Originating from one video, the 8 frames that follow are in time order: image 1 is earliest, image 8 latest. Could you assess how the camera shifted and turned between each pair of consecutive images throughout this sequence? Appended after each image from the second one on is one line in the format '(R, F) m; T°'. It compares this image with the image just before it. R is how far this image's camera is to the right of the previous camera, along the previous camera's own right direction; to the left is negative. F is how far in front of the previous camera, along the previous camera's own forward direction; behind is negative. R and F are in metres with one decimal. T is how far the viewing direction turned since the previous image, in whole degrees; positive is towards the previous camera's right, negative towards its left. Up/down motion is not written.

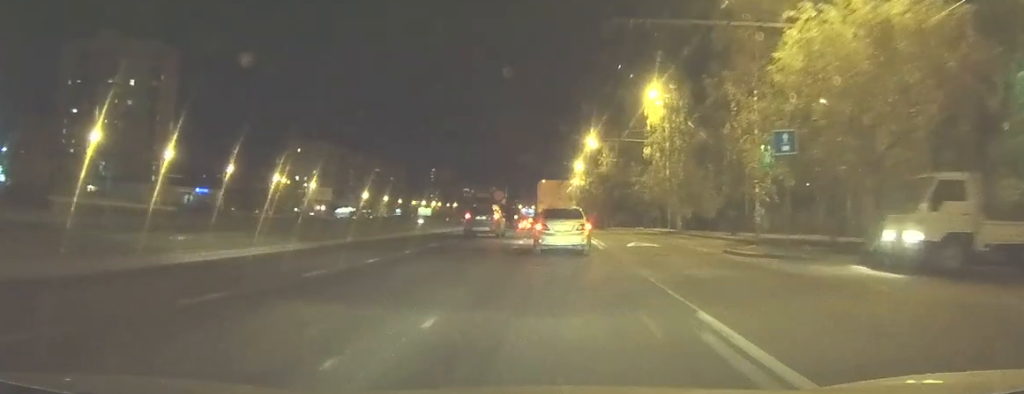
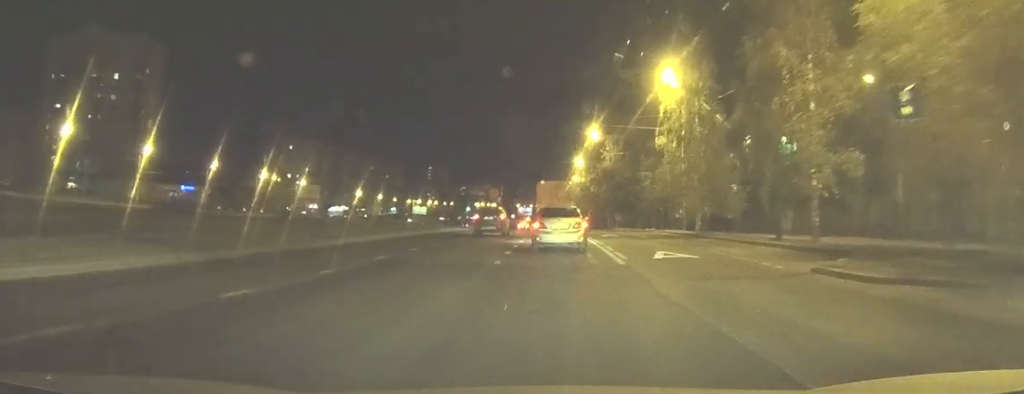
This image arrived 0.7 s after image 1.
(+0.1, +6.9) m; 0°
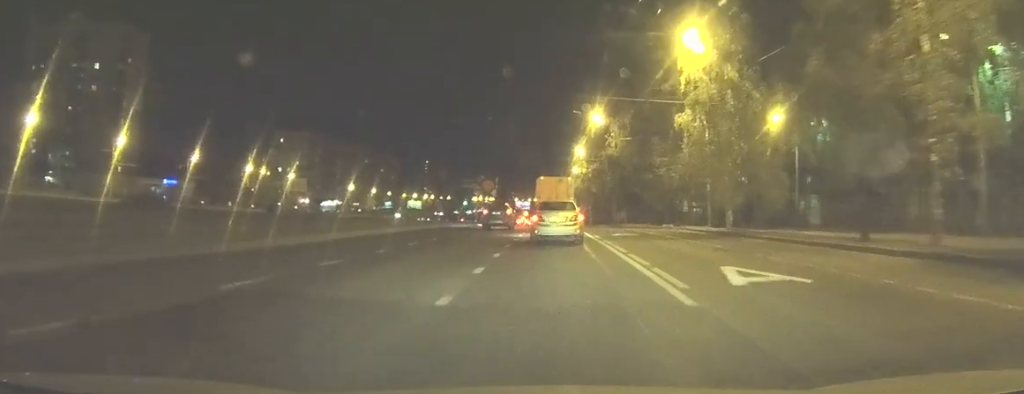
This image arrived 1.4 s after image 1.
(-0.1, +8.2) m; 0°
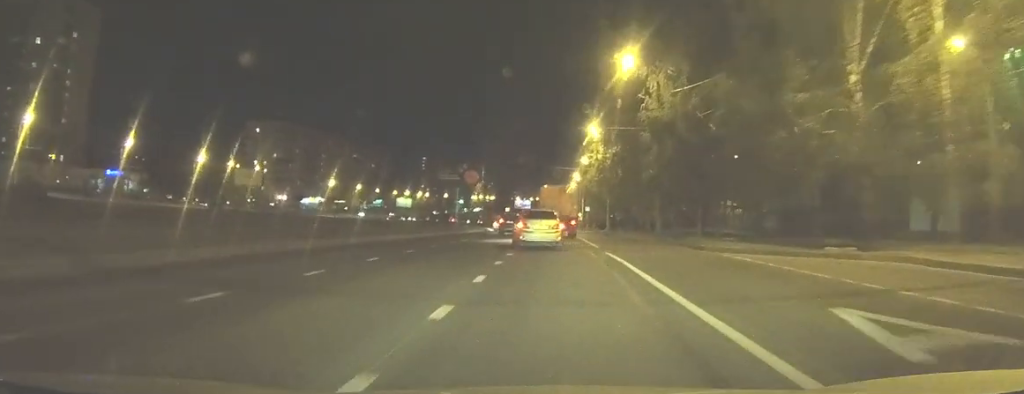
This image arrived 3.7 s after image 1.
(-0.3, +25.6) m; -1°
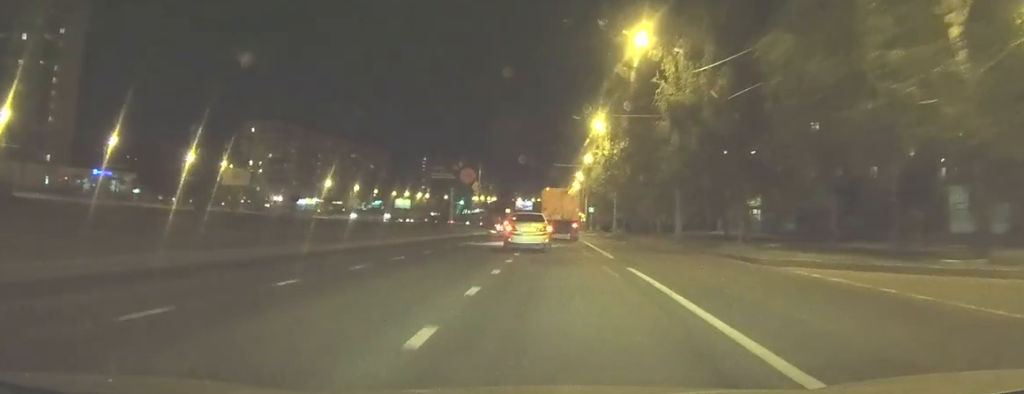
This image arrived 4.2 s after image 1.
(0.0, +5.6) m; 0°
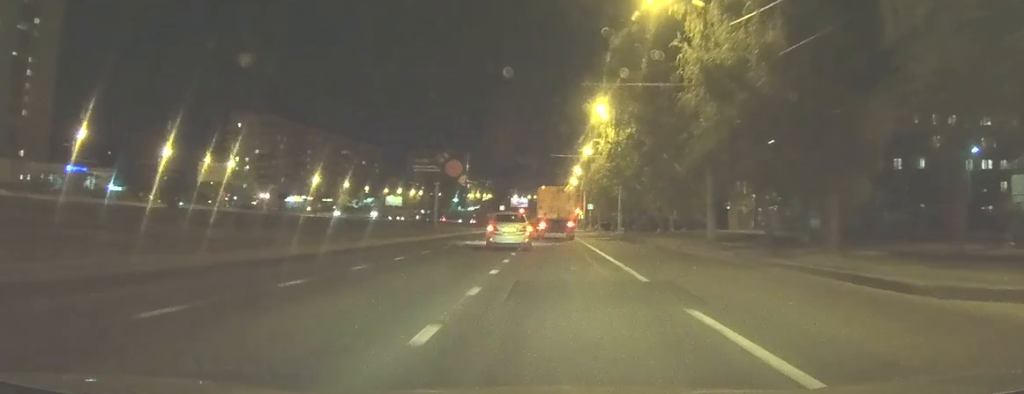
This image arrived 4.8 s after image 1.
(0.0, +7.7) m; 0°
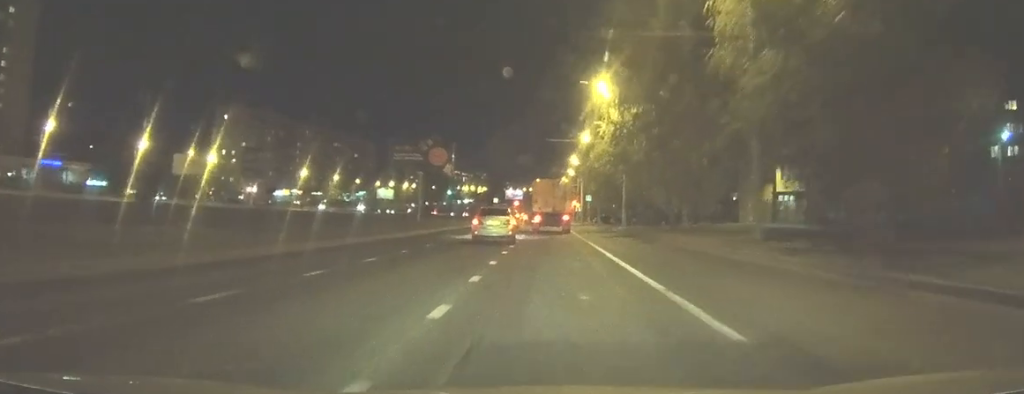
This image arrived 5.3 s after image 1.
(0.0, +6.7) m; 0°
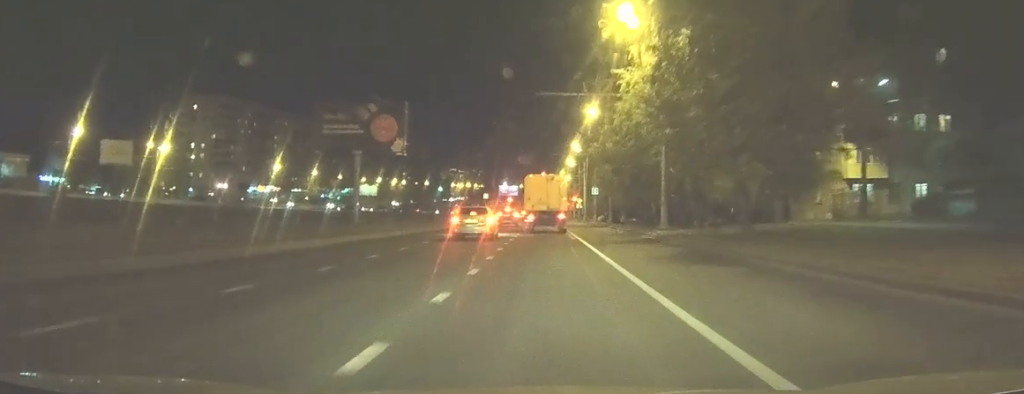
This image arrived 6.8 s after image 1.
(0.0, +18.5) m; 0°
